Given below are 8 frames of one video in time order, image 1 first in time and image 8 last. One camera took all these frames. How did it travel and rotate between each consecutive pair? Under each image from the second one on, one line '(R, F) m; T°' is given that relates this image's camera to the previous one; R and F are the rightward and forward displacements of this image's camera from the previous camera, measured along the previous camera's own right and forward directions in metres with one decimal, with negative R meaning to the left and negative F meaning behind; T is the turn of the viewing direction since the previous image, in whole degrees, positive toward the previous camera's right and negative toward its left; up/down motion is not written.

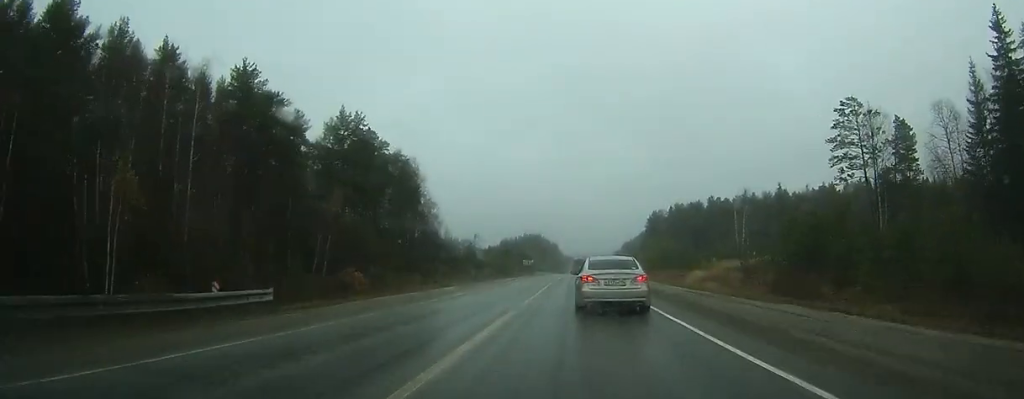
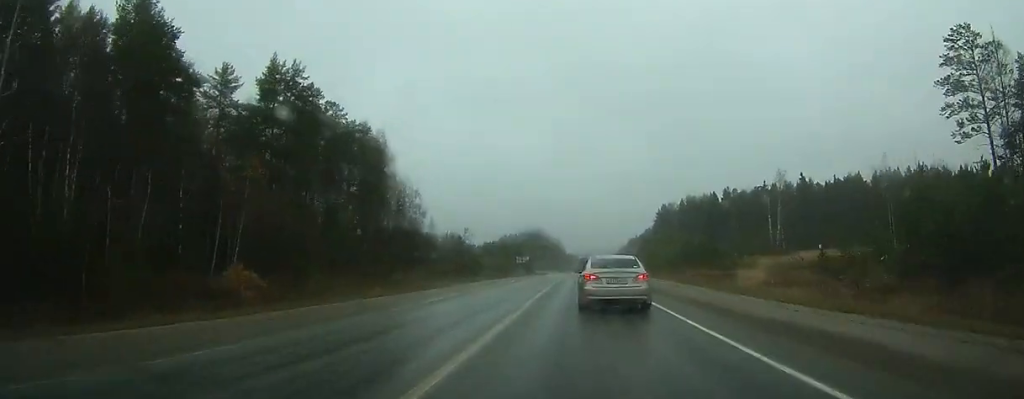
(+0.1, +22.1) m; 0°
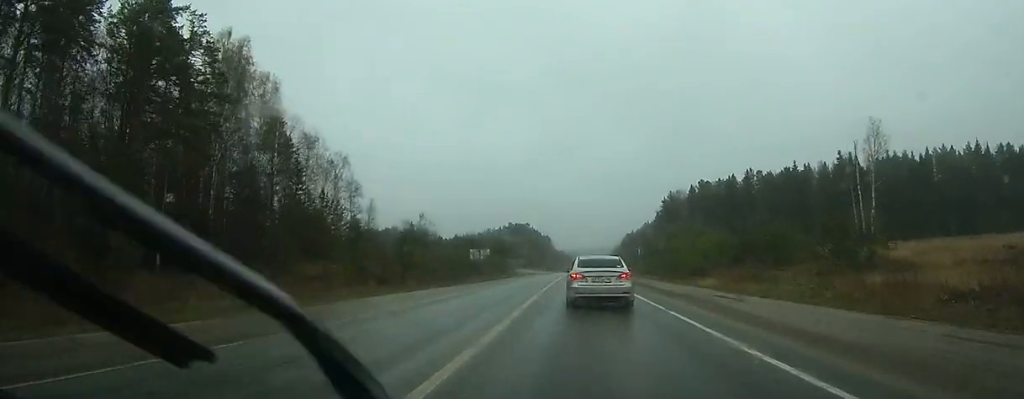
(+0.2, +40.5) m; 0°
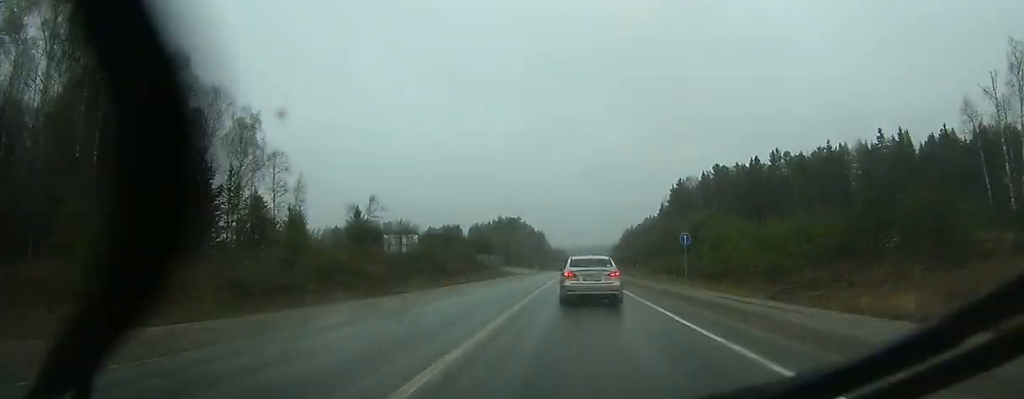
(0.0, +29.2) m; 0°
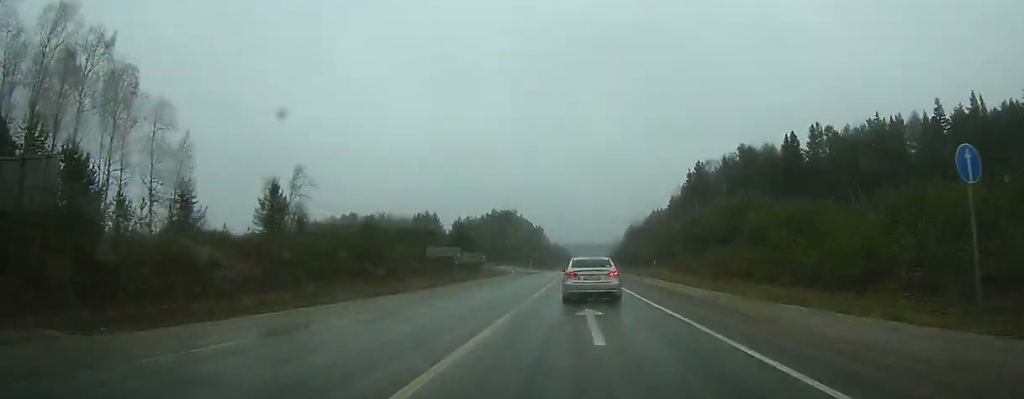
(0.0, +28.1) m; 0°
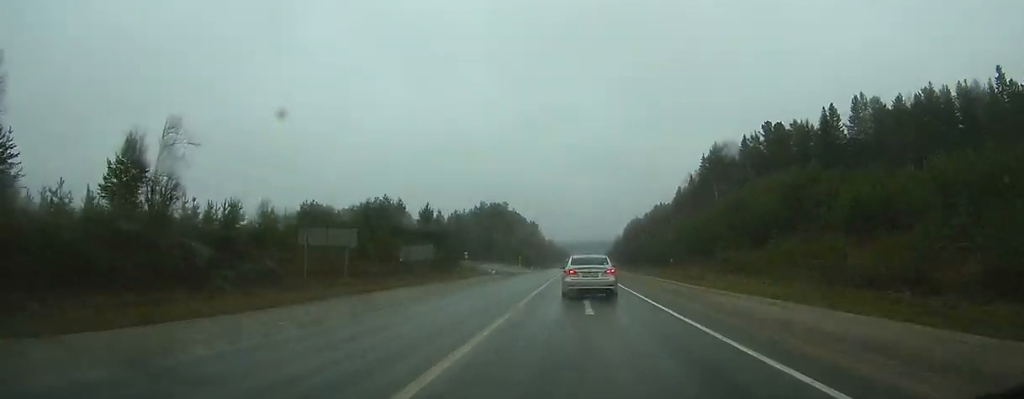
(0.0, +24.5) m; 0°
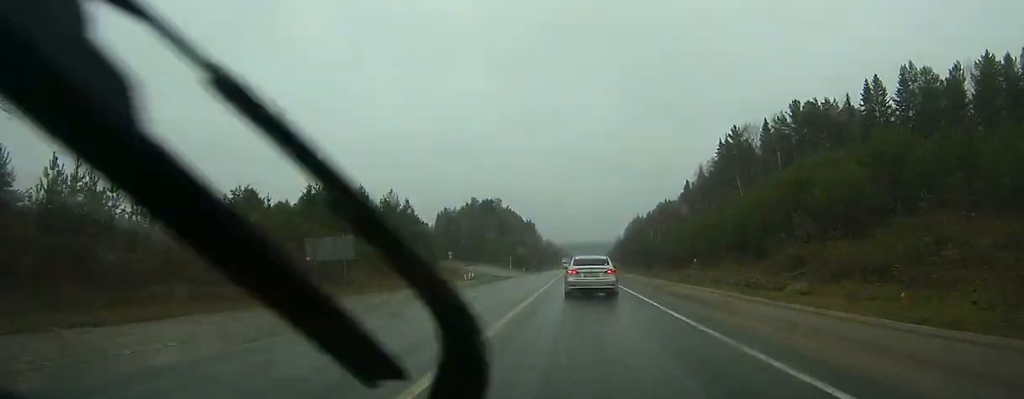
(+0.1, +19.6) m; 0°
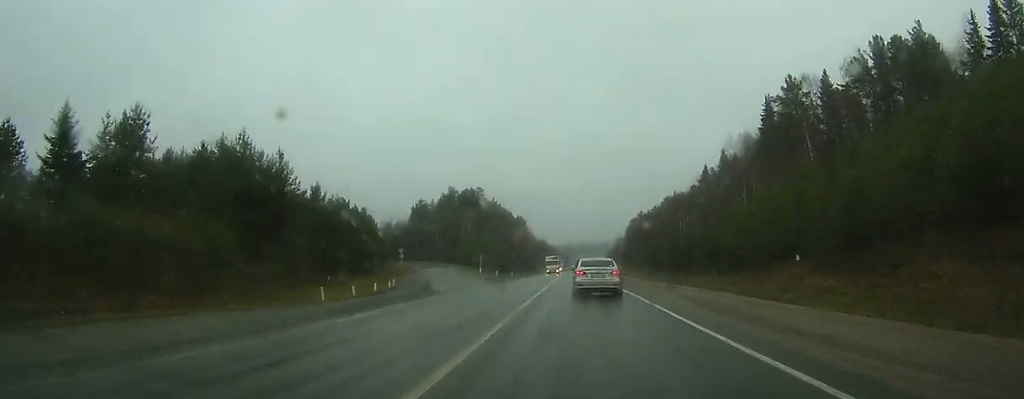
(+0.2, +36.8) m; +1°
